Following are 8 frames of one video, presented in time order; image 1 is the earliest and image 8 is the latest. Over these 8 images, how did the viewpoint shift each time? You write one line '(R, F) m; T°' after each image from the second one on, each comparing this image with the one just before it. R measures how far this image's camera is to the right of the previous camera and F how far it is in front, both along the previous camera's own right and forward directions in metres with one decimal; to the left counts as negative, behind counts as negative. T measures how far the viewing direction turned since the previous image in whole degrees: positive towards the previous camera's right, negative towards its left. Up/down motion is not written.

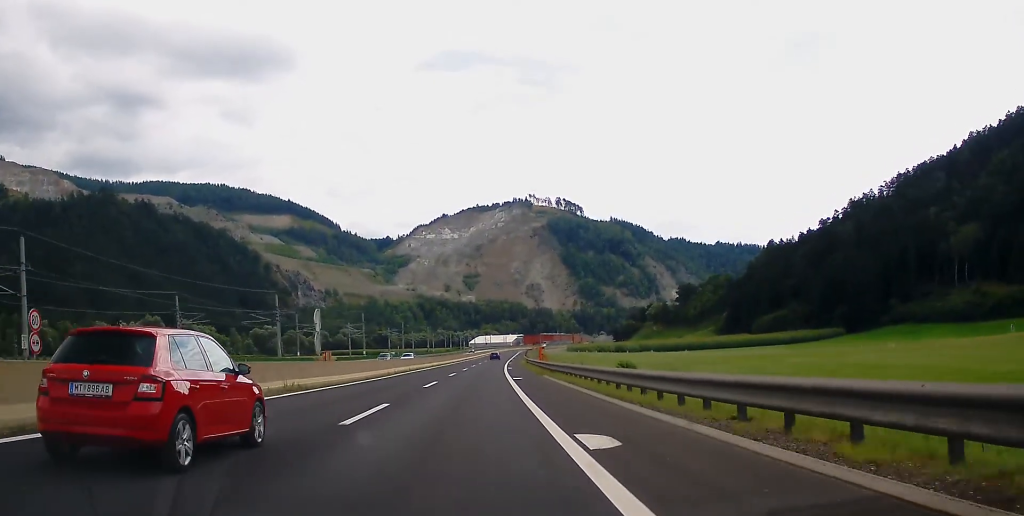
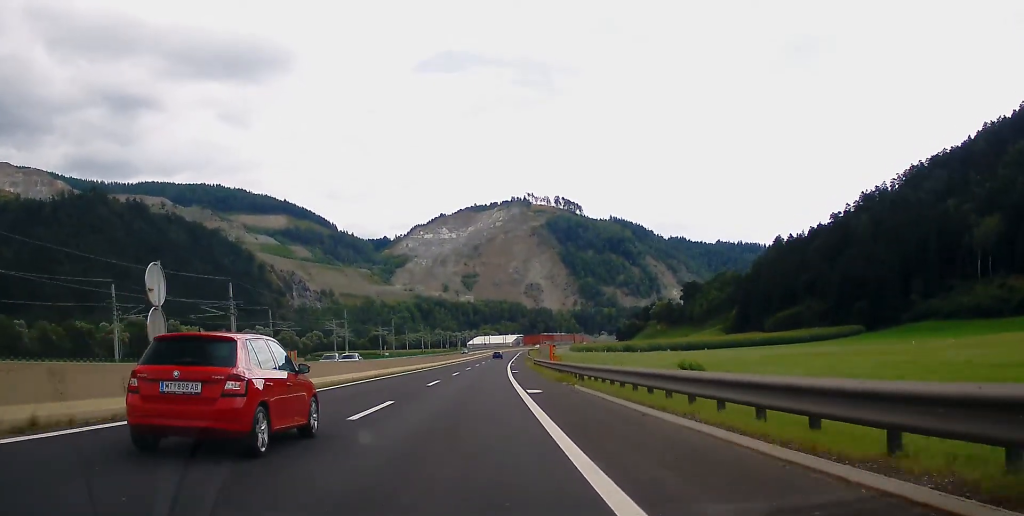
(-0.1, +17.0) m; 0°
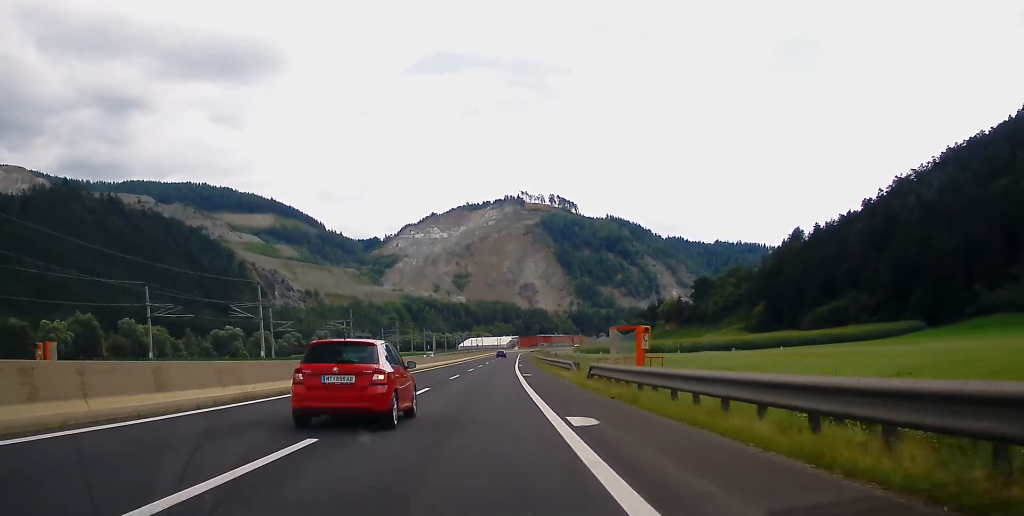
(-0.1, +45.9) m; +1°
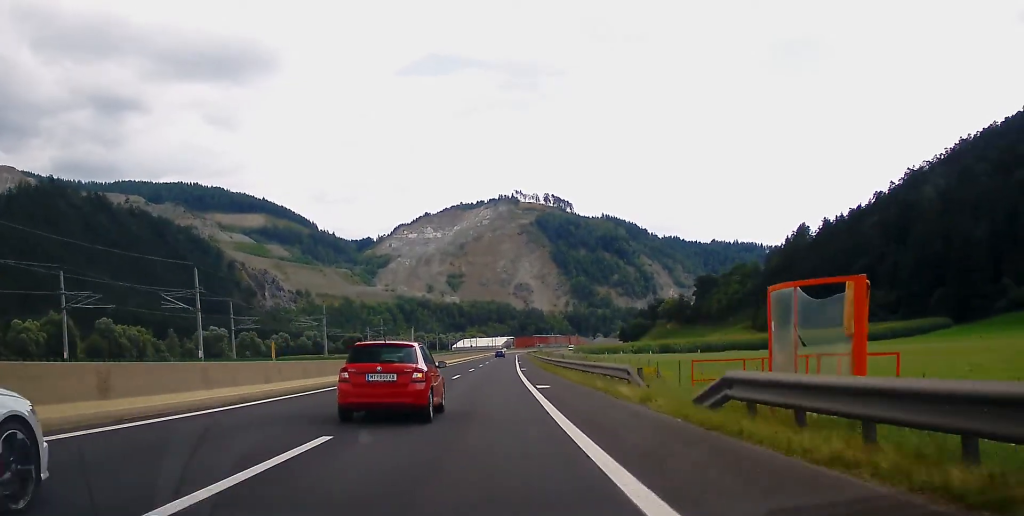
(+0.1, +17.5) m; +1°
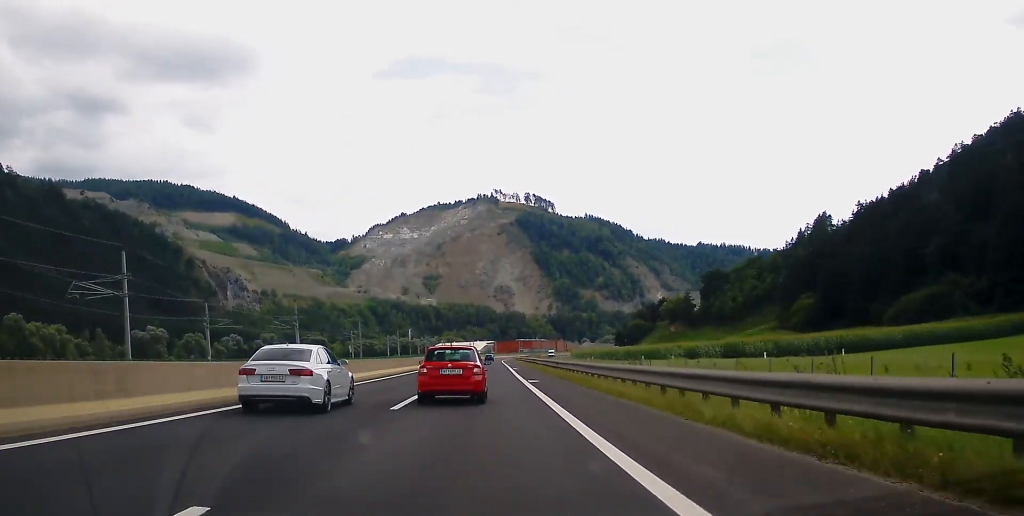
(+1.0, +59.5) m; +1°
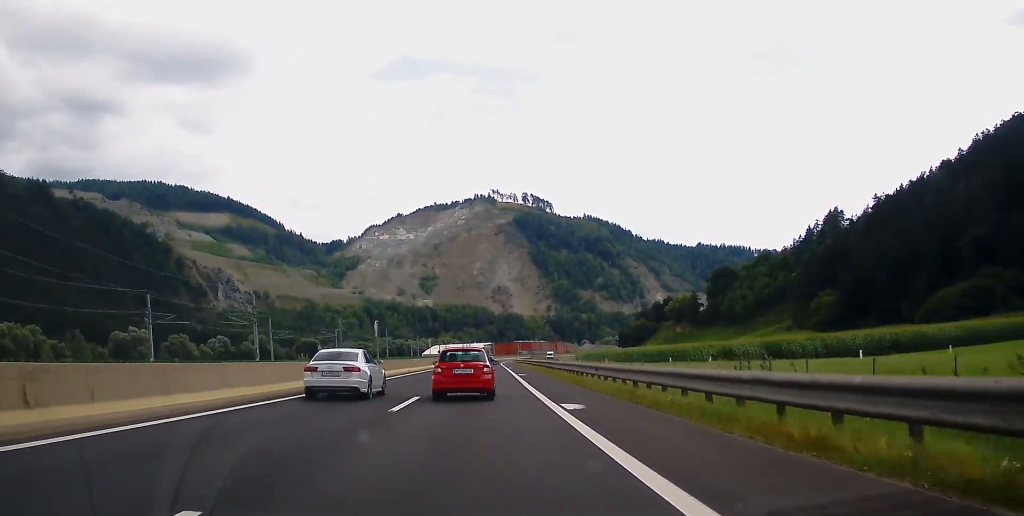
(0.0, +18.3) m; 0°
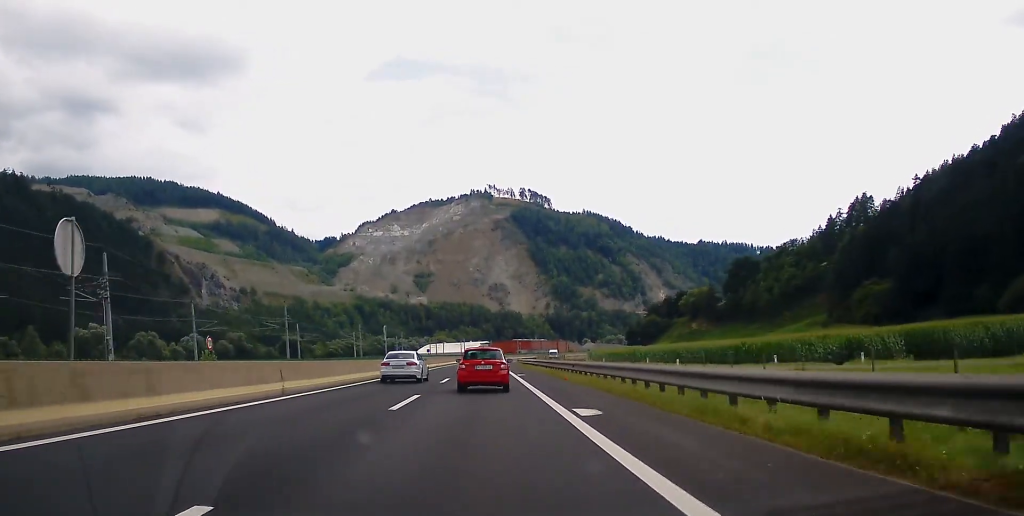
(0.0, +35.8) m; 0°
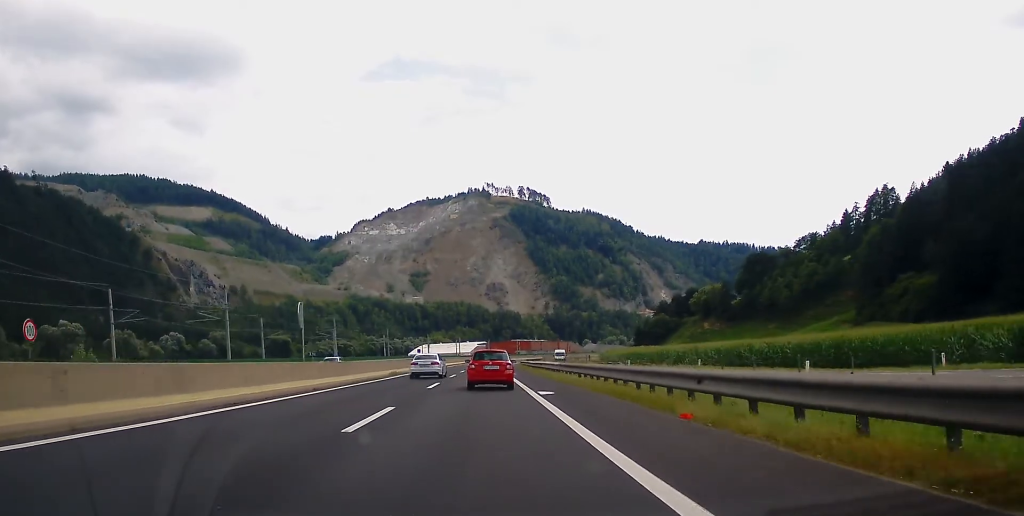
(0.0, +23.3) m; 0°
